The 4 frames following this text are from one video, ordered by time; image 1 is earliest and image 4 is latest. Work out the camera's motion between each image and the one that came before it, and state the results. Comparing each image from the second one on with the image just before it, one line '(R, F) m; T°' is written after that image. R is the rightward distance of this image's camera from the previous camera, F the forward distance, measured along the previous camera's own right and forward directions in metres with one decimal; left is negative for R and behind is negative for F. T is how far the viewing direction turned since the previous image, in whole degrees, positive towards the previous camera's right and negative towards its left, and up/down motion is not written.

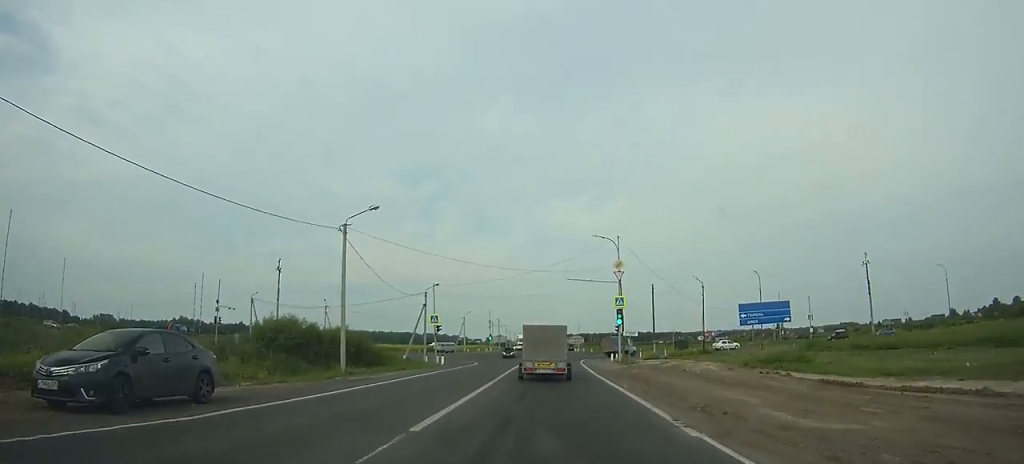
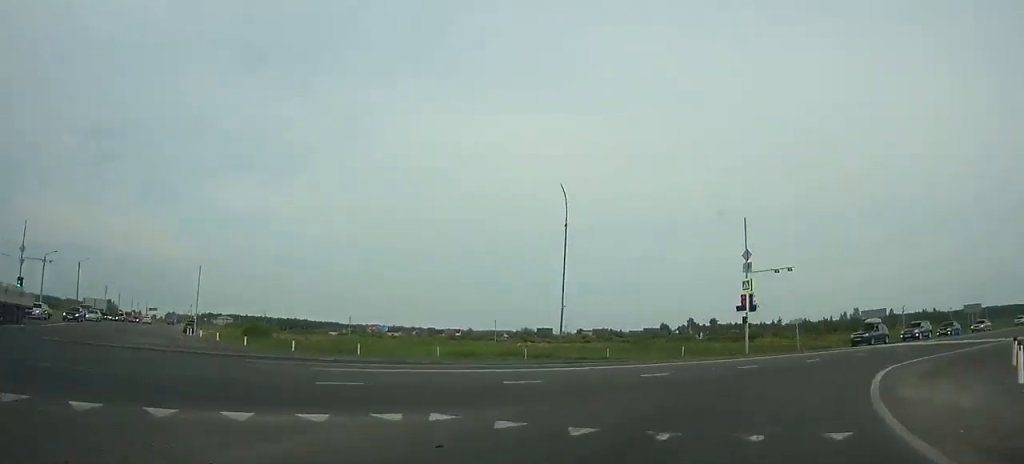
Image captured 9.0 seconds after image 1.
(+6.9, +66.6) m; +42°
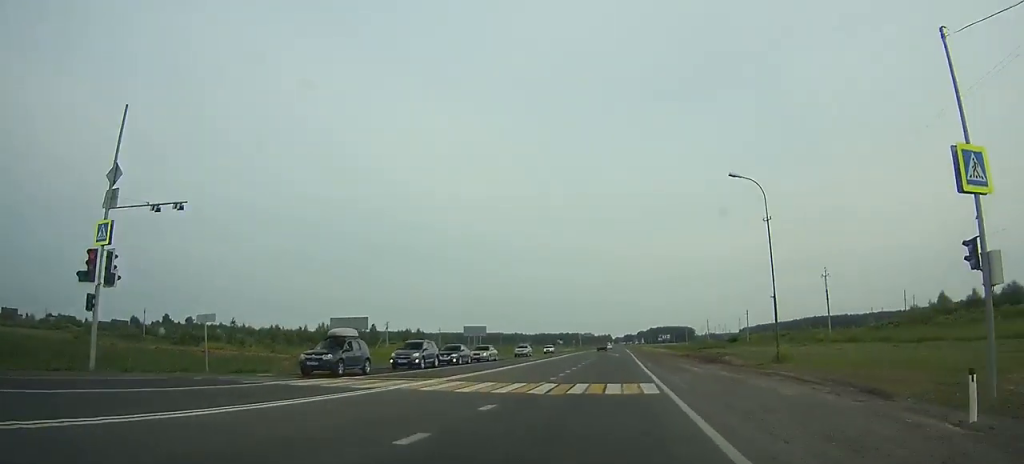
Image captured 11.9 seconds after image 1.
(+11.2, +23.7) m; +33°
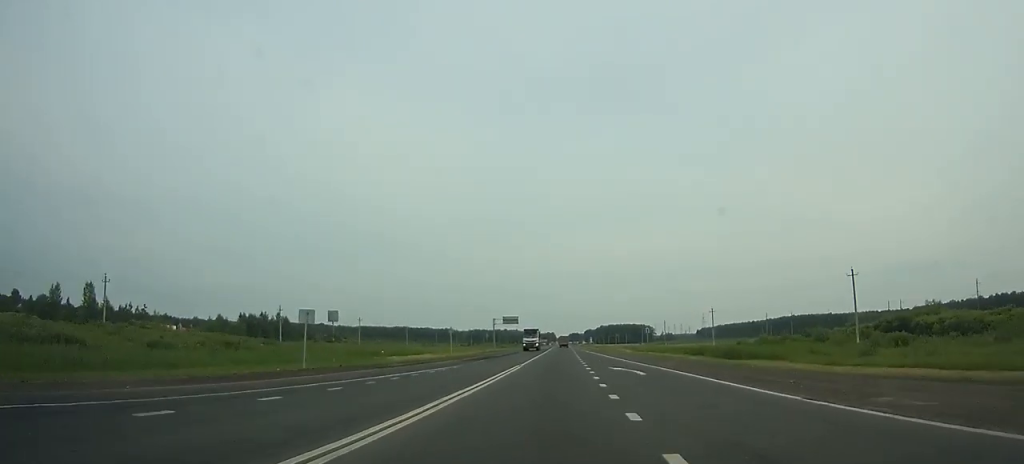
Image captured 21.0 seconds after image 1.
(+24.6, +137.1) m; +11°
